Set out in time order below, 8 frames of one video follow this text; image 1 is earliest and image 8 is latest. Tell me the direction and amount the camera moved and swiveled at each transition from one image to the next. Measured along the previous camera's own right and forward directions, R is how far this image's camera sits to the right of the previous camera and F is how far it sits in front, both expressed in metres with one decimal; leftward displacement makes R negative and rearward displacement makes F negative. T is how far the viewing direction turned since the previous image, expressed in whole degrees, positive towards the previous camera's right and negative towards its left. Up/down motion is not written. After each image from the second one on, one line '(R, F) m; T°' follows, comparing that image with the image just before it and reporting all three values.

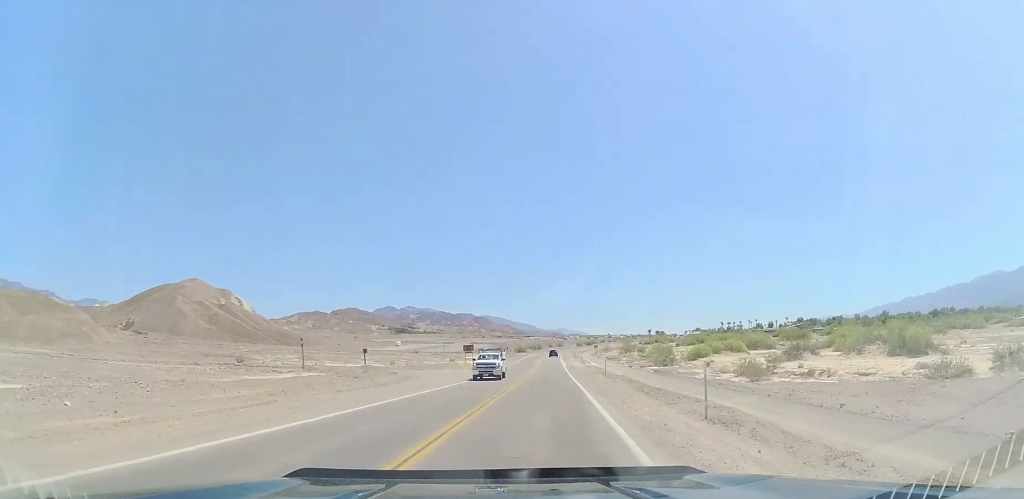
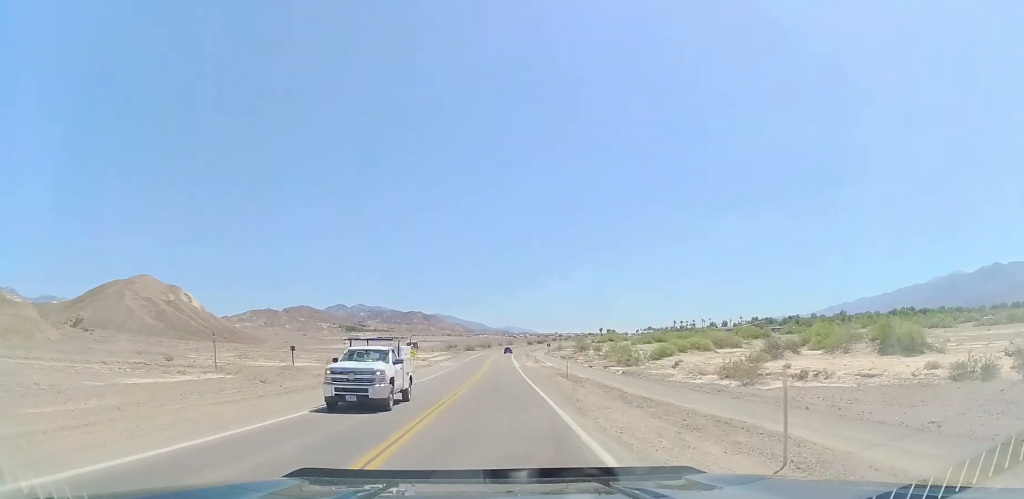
(+0.4, +6.0) m; +6°
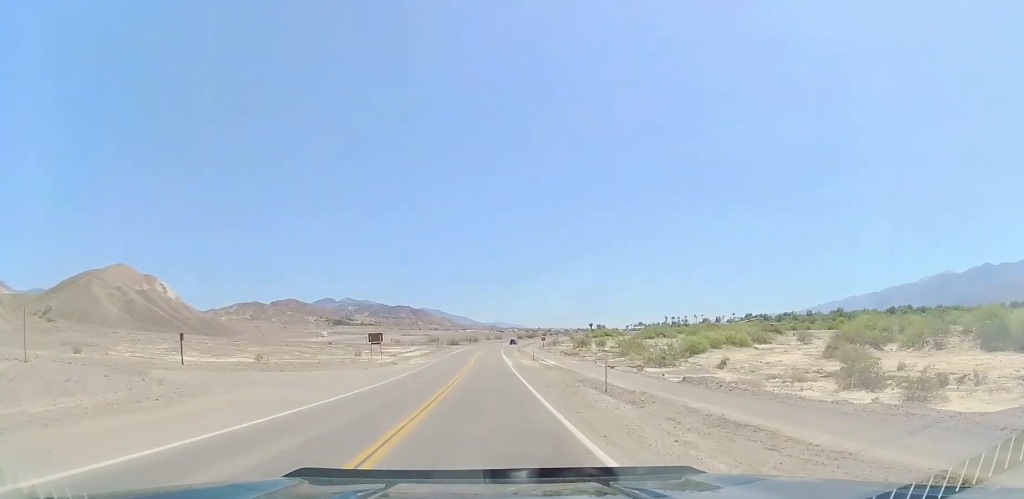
(+0.5, +15.7) m; +3°
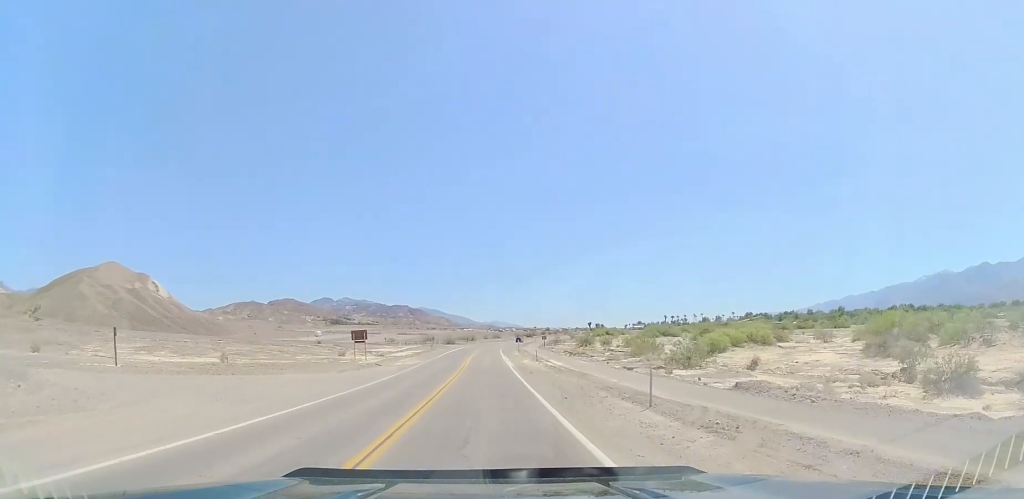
(+0.2, +6.4) m; +1°
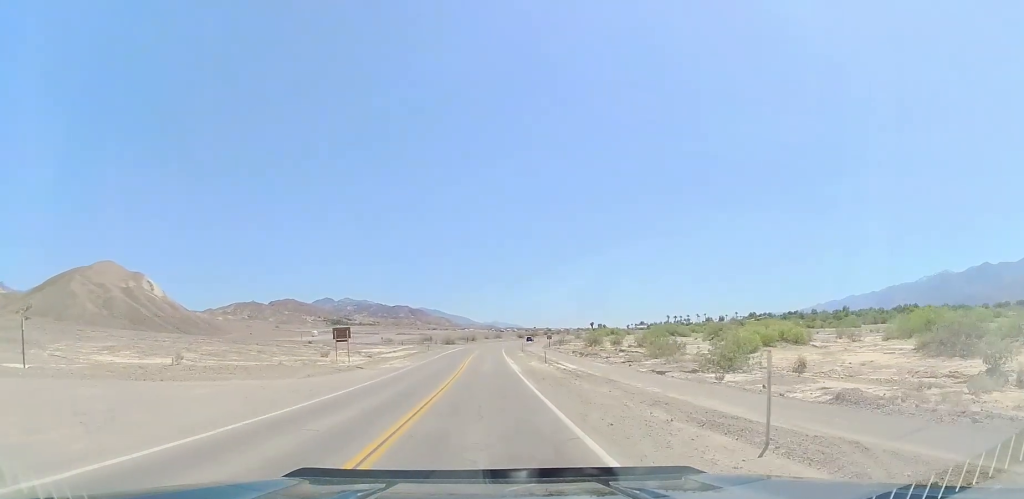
(+0.1, +6.5) m; +1°
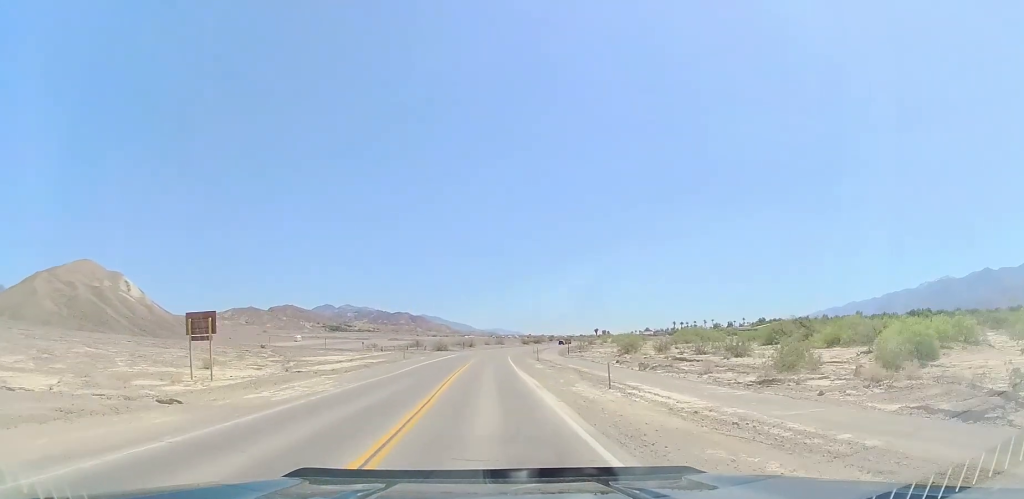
(-0.2, +23.1) m; -2°
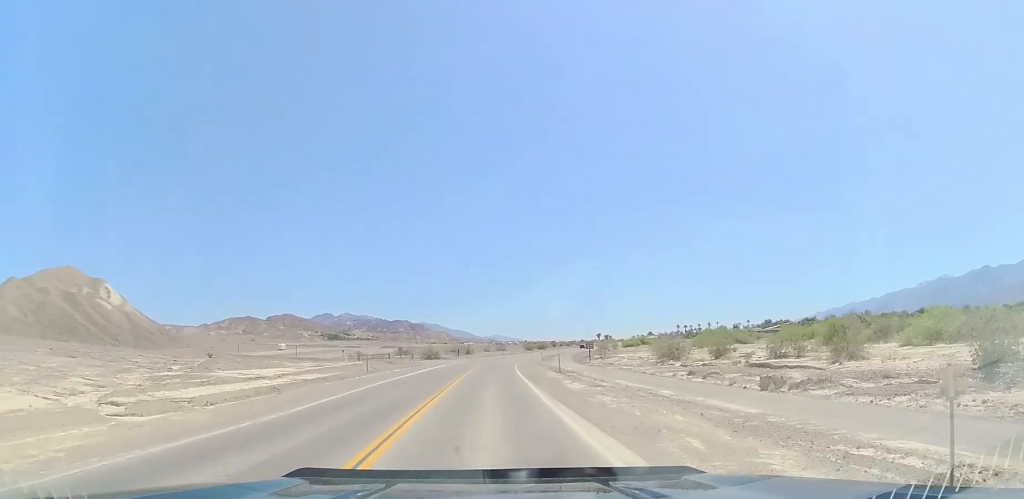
(-0.3, +17.1) m; 0°
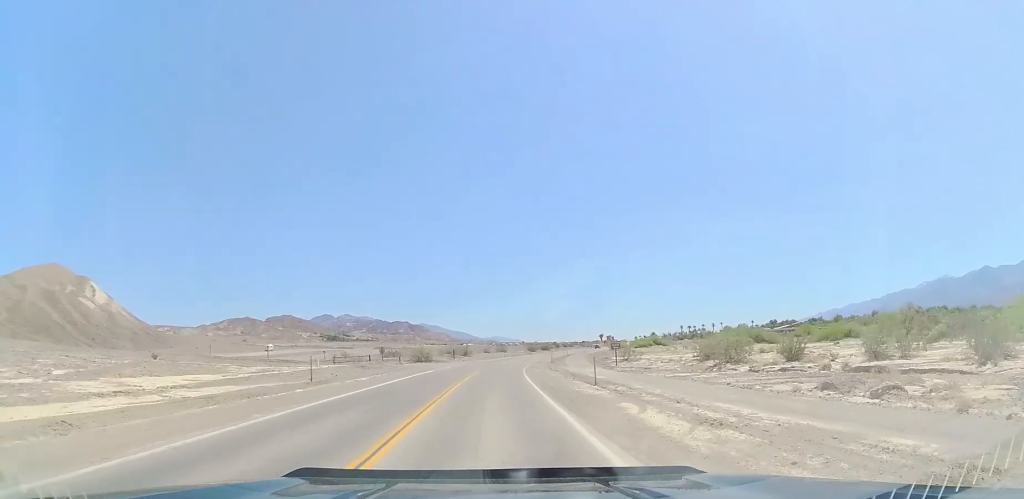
(+0.3, +12.9) m; 0°
